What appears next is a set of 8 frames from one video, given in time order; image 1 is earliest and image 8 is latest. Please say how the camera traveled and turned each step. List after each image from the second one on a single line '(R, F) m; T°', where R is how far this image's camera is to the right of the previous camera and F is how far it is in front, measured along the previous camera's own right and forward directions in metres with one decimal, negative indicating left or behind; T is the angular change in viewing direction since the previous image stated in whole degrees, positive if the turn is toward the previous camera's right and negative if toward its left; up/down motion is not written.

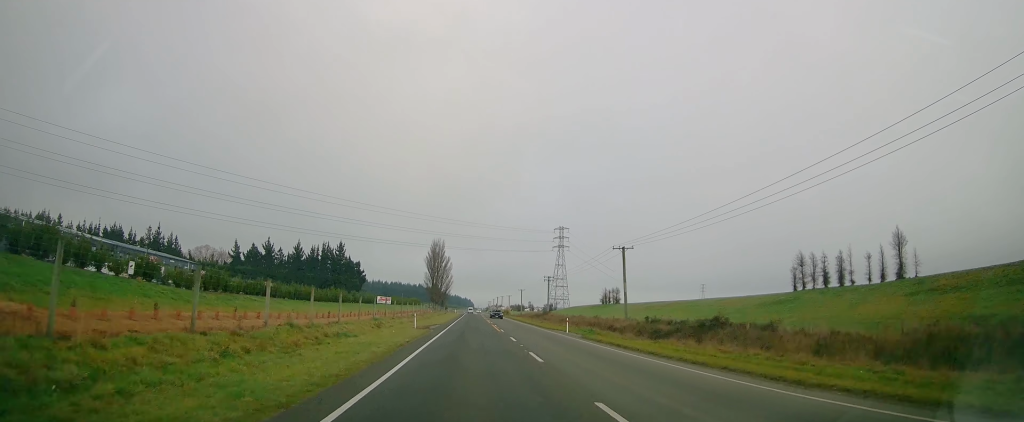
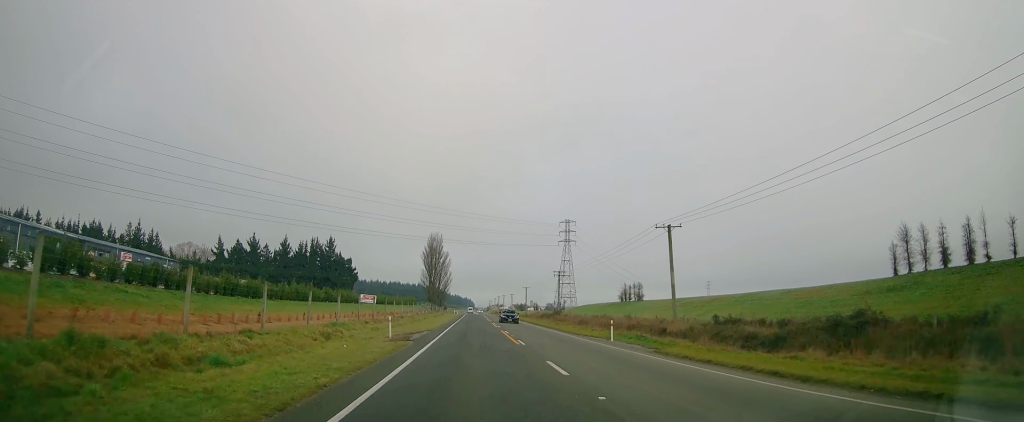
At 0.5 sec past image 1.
(-0.4, +13.1) m; 0°
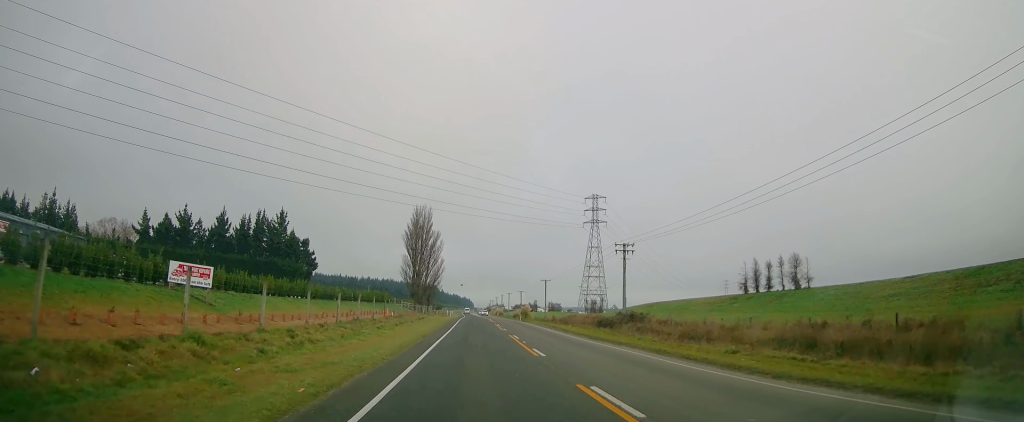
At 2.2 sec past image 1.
(+0.5, +43.9) m; +1°
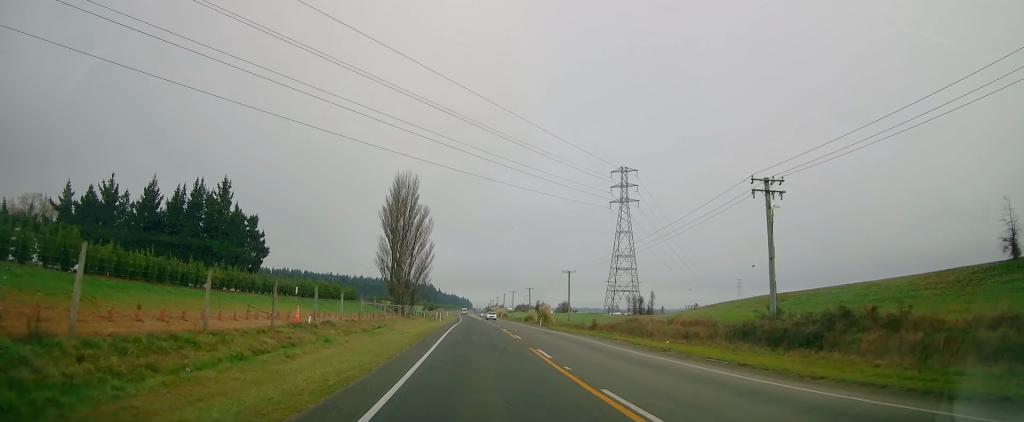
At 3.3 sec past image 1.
(-0.4, +30.0) m; -1°
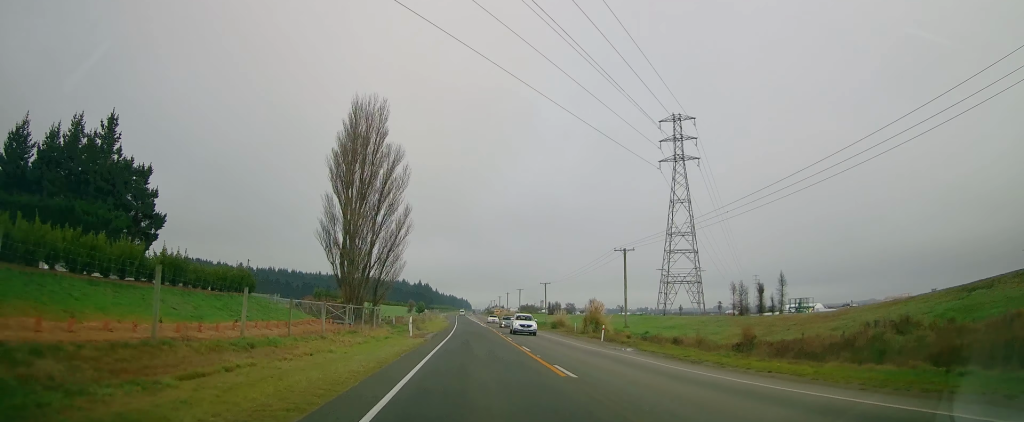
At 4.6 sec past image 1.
(-0.1, +33.4) m; +1°
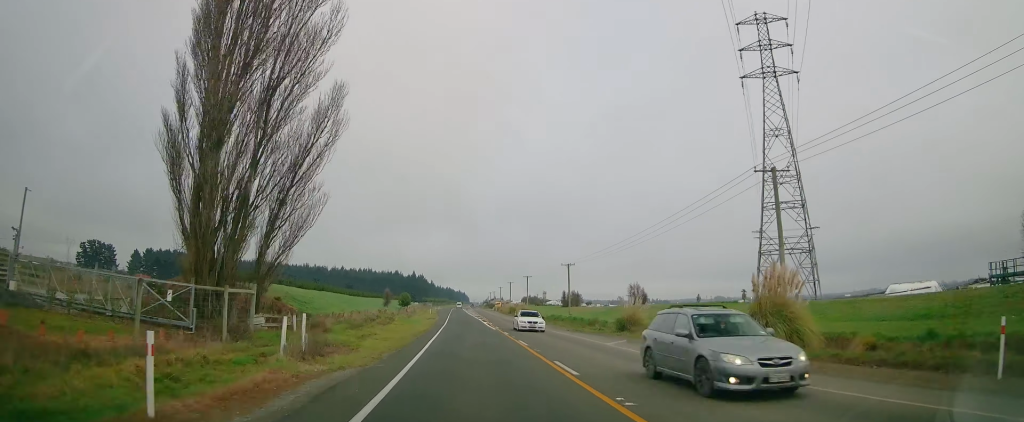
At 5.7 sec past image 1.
(+0.4, +30.0) m; 0°
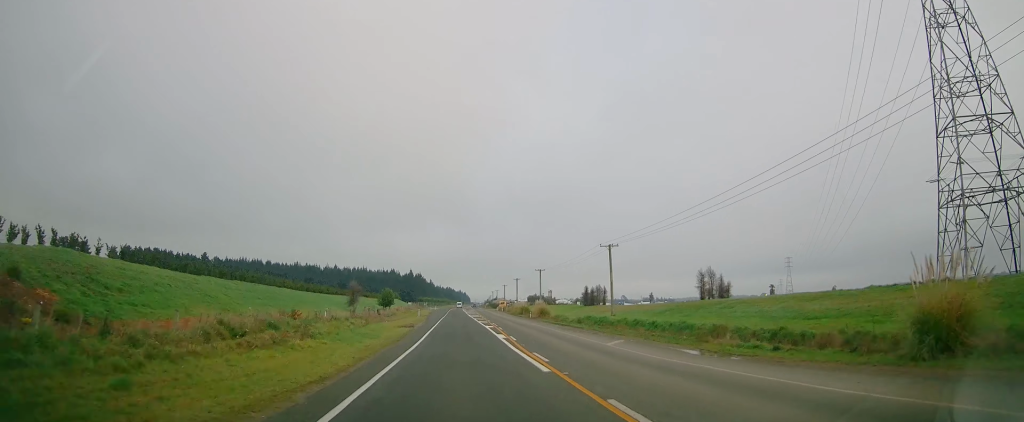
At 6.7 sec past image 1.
(-0.2, +25.5) m; -1°
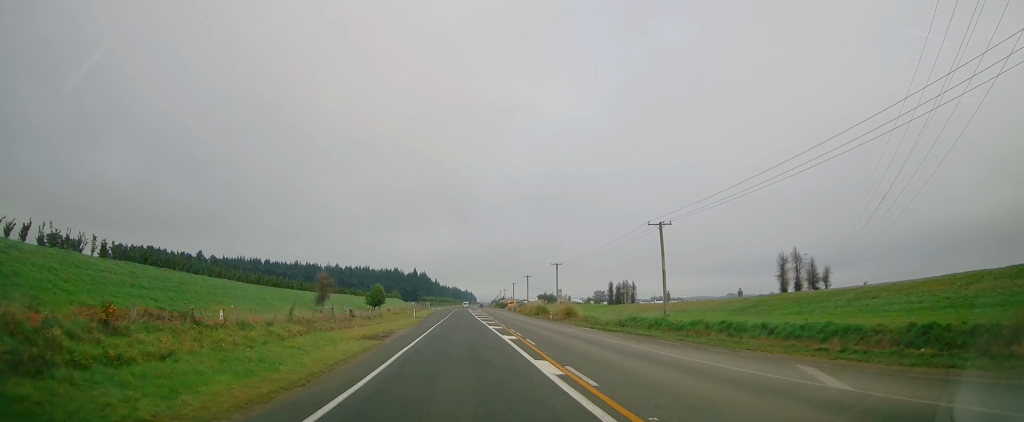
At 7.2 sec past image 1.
(-0.1, +15.0) m; 0°
